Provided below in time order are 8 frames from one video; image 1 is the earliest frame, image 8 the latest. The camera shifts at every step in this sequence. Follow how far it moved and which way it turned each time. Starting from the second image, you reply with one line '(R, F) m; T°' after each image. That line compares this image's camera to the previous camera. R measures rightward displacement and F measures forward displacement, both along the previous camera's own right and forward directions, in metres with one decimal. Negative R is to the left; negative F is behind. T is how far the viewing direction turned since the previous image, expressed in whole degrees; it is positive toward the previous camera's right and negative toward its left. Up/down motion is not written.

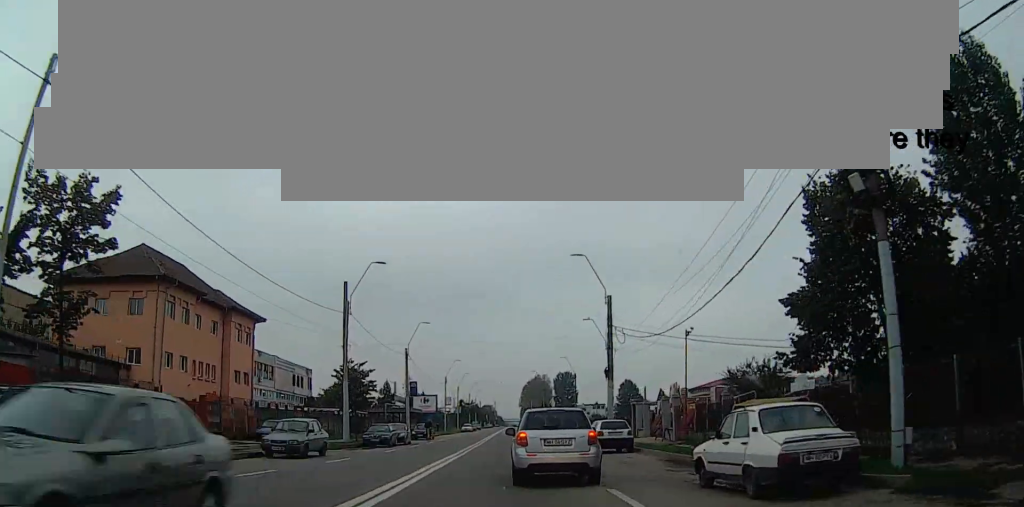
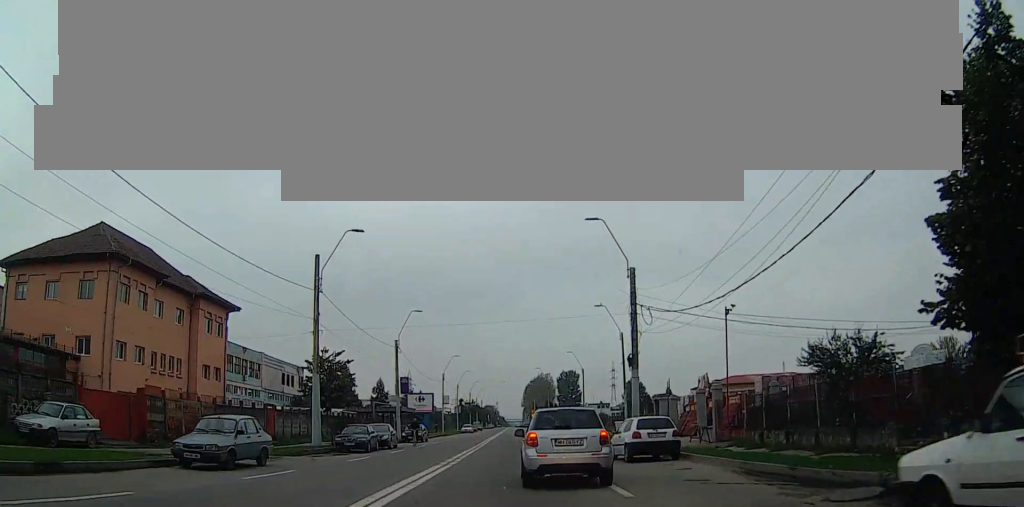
(0.0, +9.1) m; 0°
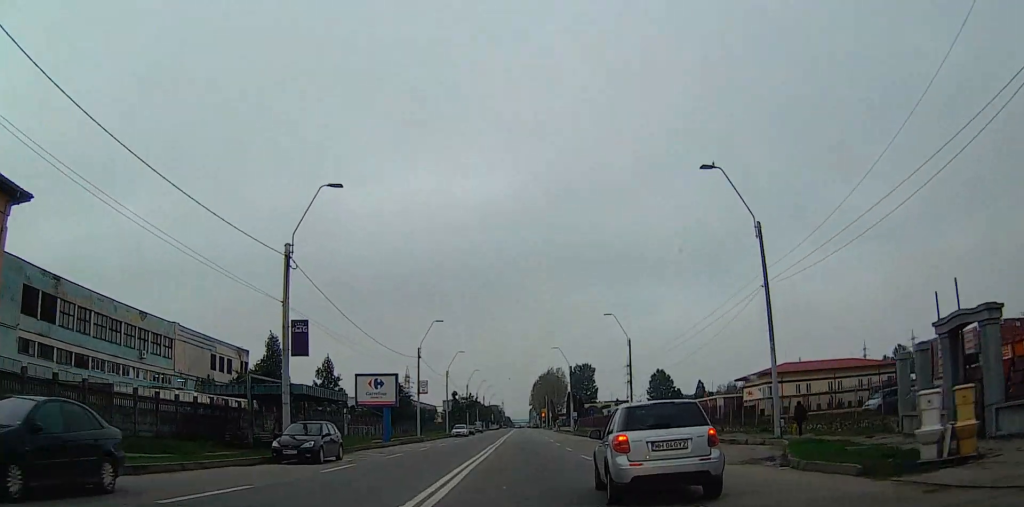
(0.0, +38.6) m; 0°
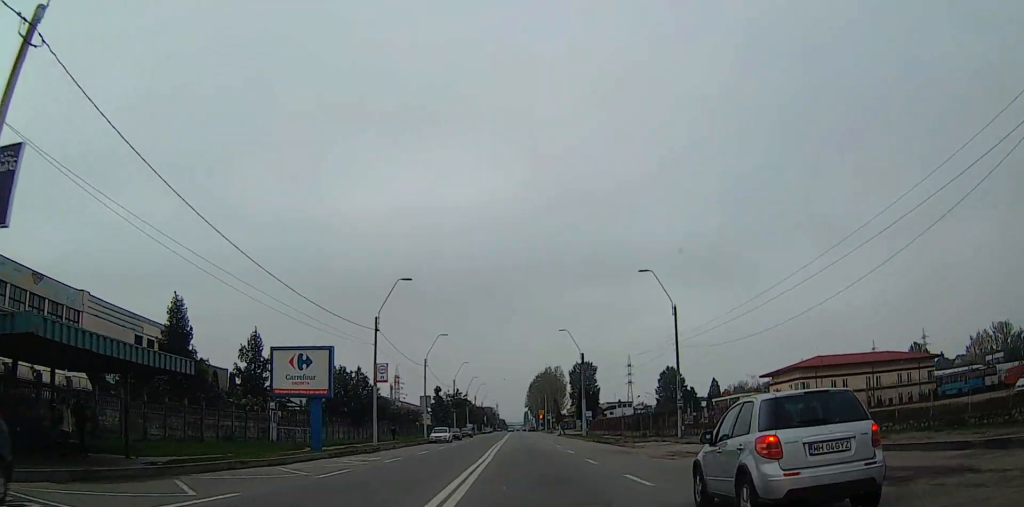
(0.0, +21.3) m; 0°
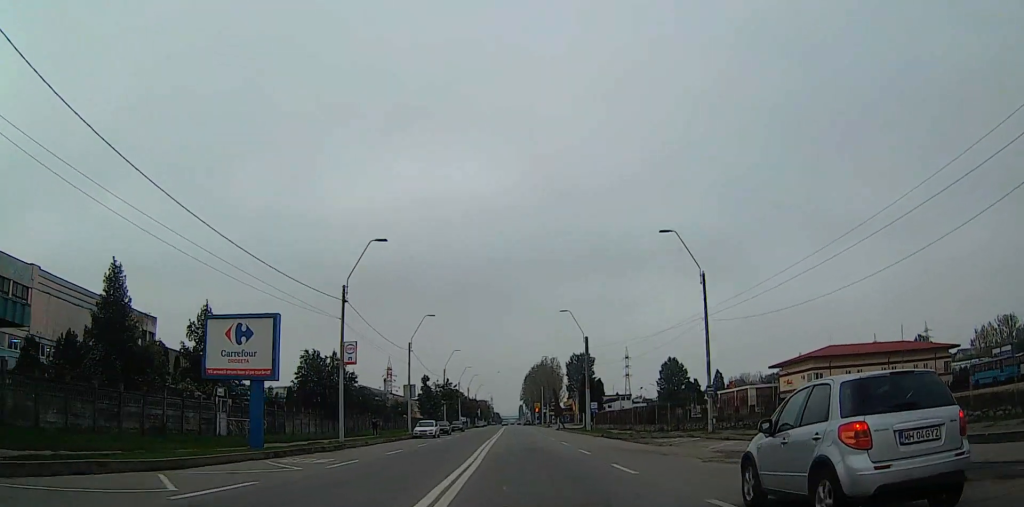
(0.0, +9.0) m; 0°
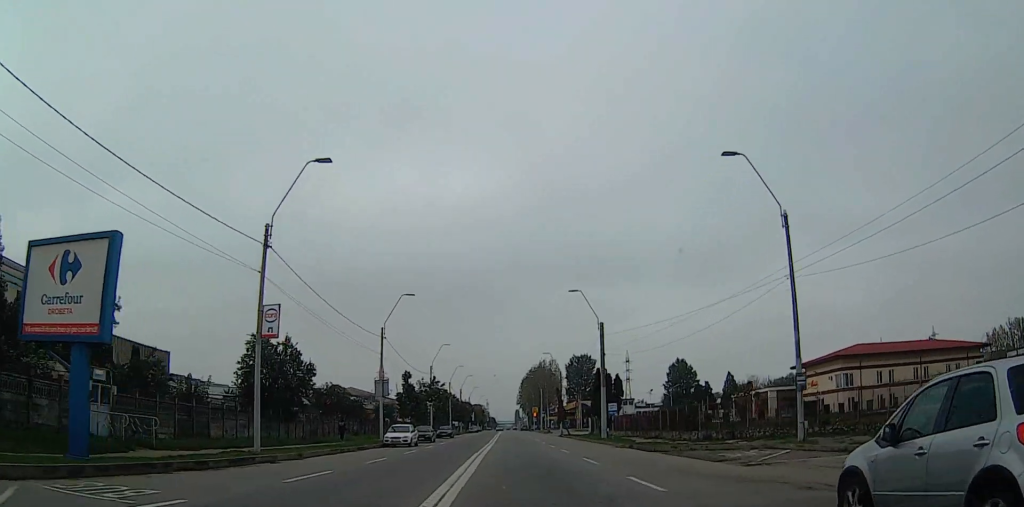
(0.0, +11.9) m; 0°
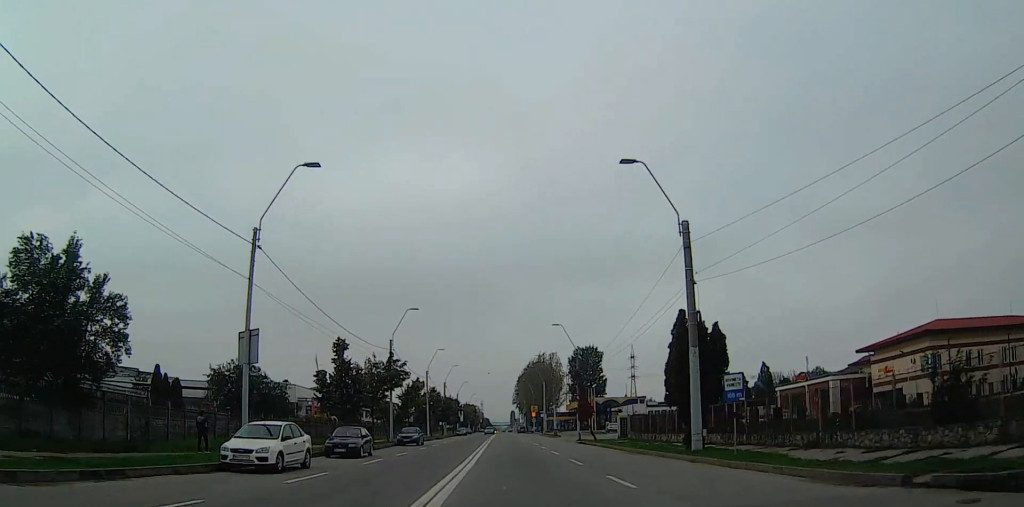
(0.0, +23.6) m; 0°
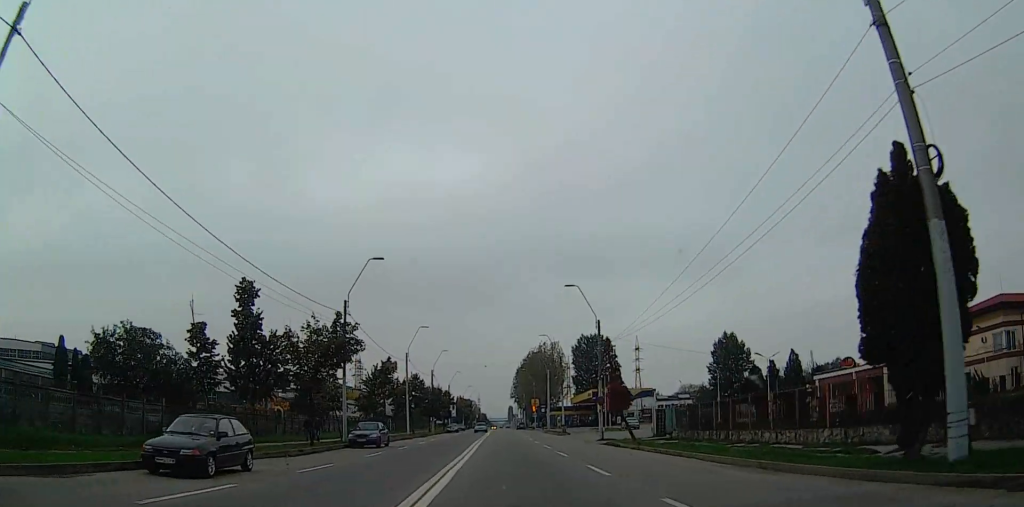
(0.0, +14.8) m; 0°
